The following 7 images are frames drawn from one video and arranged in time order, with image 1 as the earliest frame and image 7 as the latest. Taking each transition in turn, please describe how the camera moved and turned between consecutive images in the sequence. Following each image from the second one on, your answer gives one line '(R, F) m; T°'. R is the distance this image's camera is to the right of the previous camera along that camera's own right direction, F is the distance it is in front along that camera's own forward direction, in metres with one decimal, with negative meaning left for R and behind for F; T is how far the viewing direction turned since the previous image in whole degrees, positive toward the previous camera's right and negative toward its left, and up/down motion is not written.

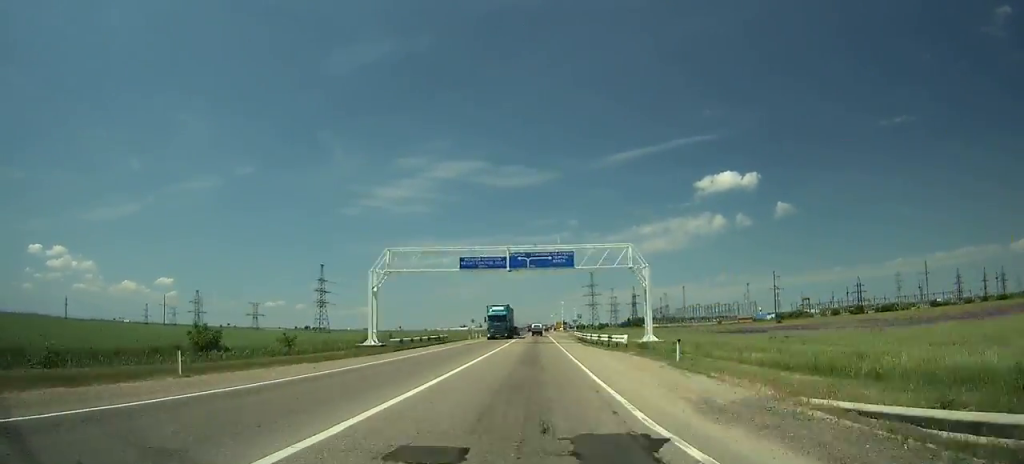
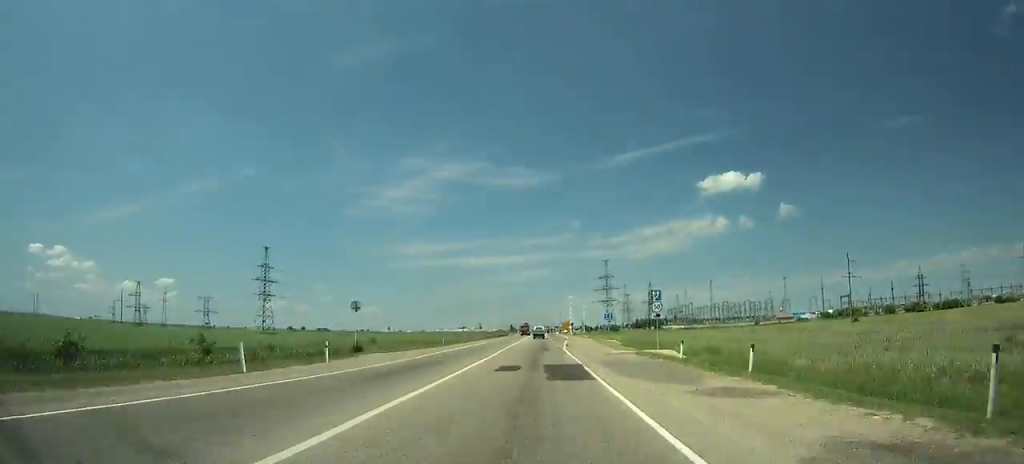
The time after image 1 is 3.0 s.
(+0.1, +67.7) m; 0°
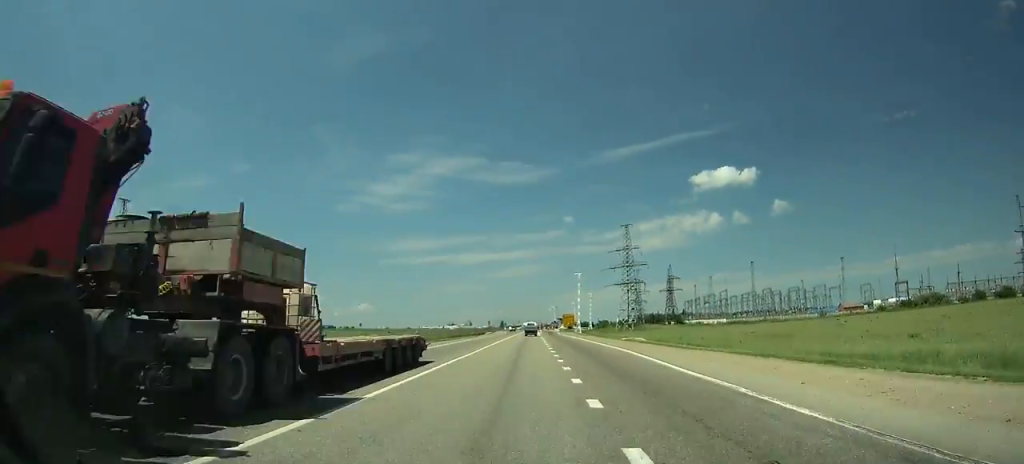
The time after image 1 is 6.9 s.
(+0.4, +86.0) m; 0°
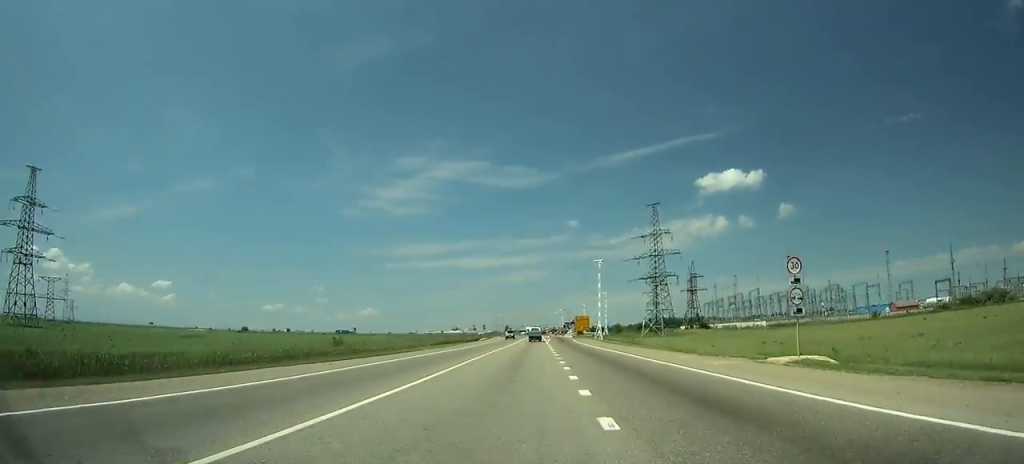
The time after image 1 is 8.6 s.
(0.0, +36.5) m; 0°
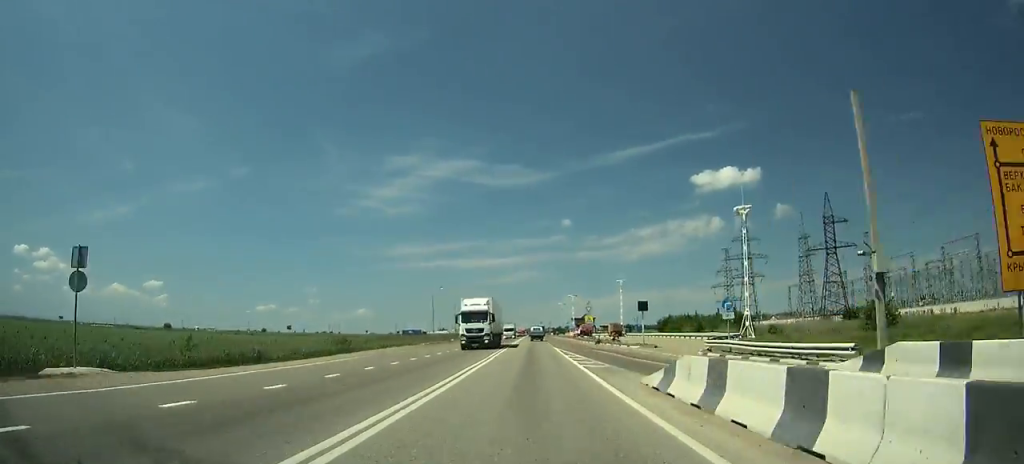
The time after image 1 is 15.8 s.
(-0.8, +148.2) m; 0°
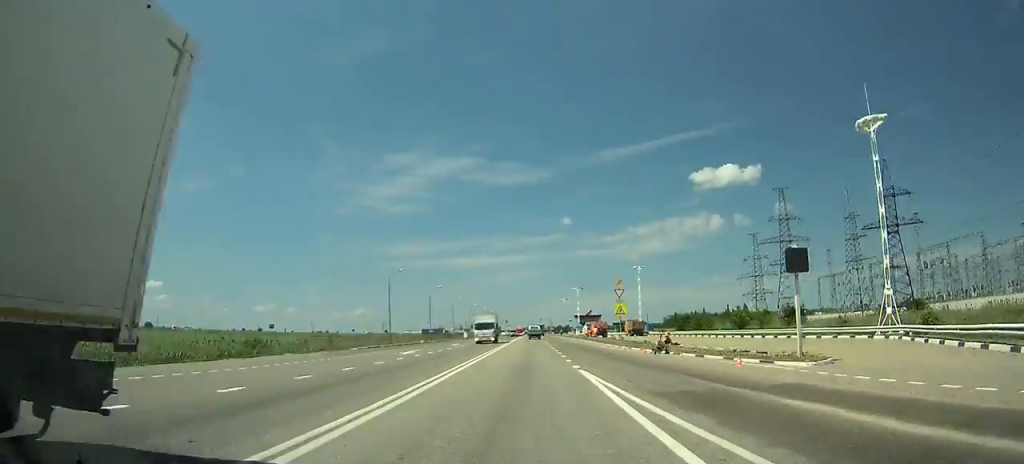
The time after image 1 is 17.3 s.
(+0.1, +29.5) m; 0°
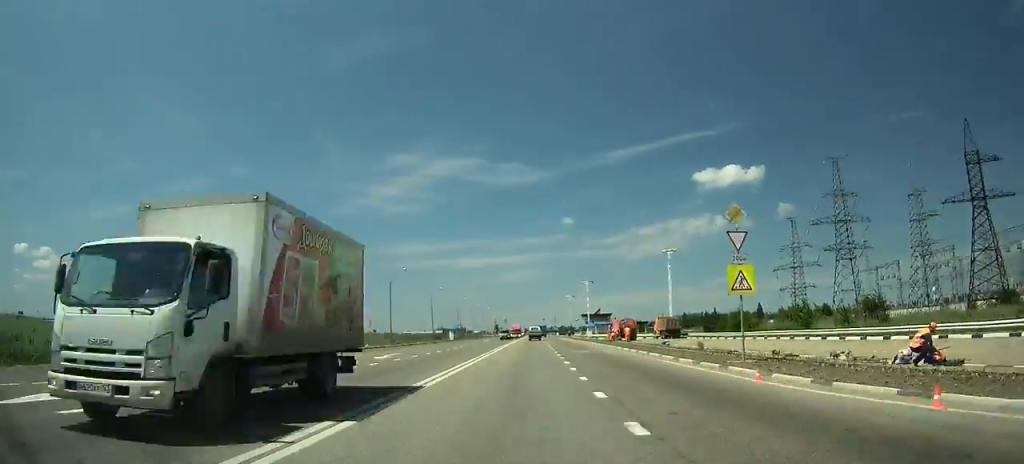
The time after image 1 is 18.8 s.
(+0.1, +29.2) m; 0°
